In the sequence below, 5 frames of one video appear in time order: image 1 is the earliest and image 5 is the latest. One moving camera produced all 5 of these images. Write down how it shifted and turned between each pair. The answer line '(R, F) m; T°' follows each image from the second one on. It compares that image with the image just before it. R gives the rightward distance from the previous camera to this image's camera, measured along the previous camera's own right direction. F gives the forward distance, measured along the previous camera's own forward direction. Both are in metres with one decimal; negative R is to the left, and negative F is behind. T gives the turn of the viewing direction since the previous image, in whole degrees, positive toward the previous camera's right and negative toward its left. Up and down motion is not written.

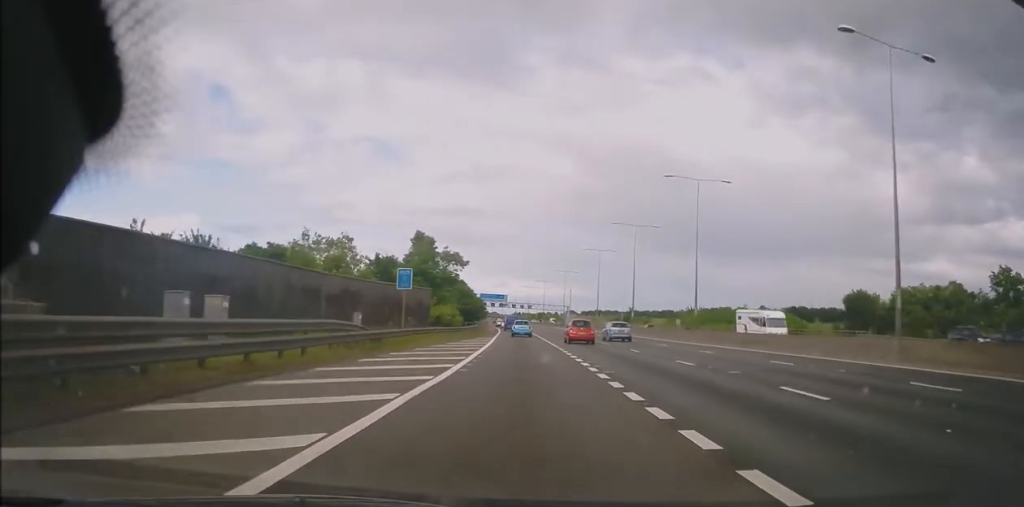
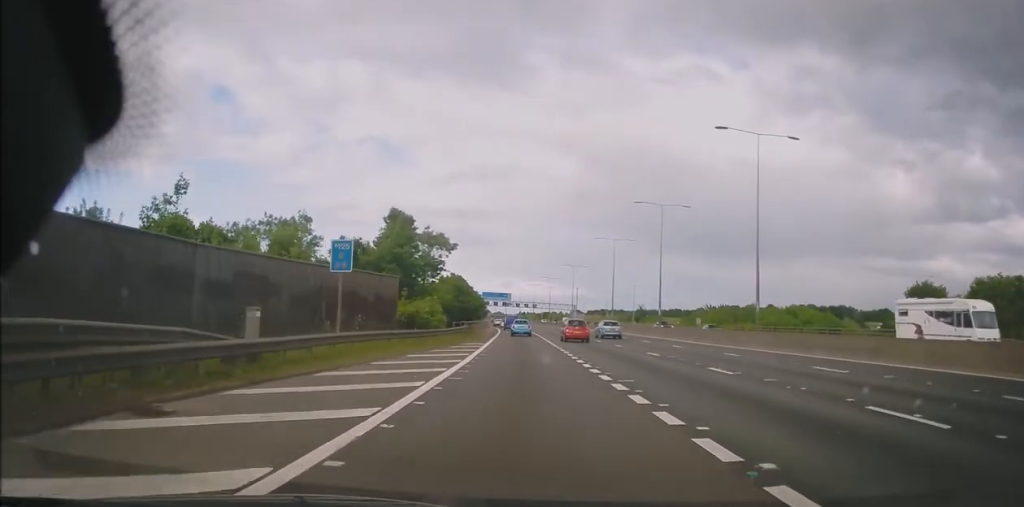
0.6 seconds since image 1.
(0.0, +12.0) m; 0°
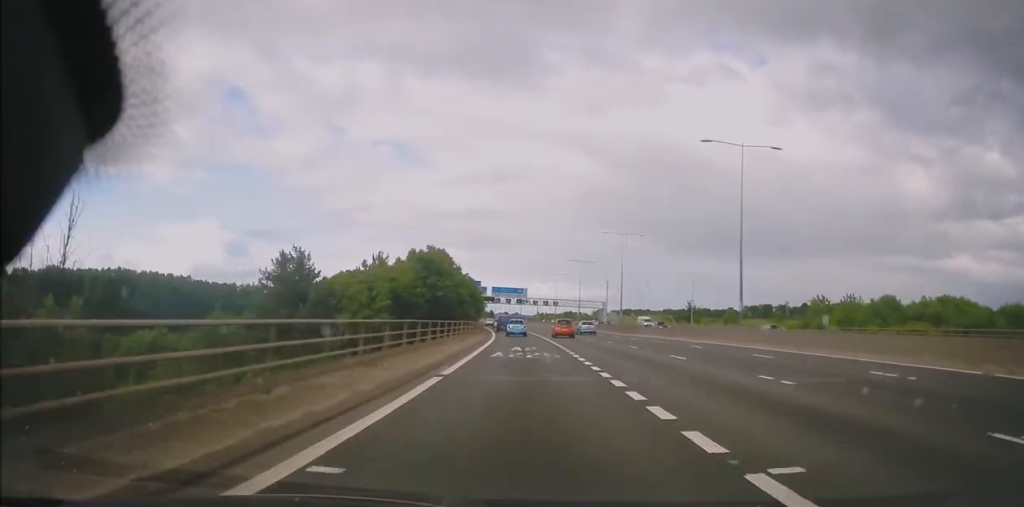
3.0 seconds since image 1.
(-0.5, +45.8) m; -1°
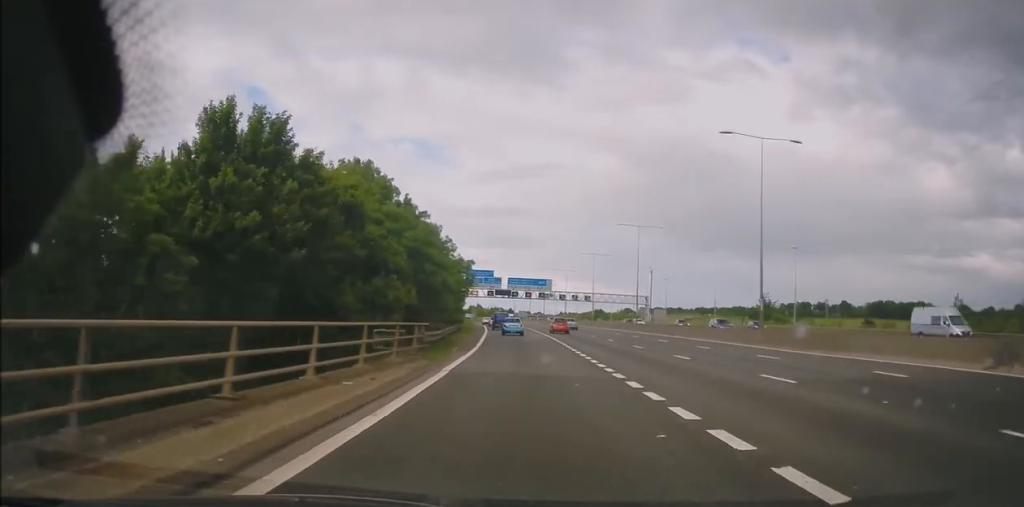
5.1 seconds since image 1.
(-1.2, +43.3) m; -3°
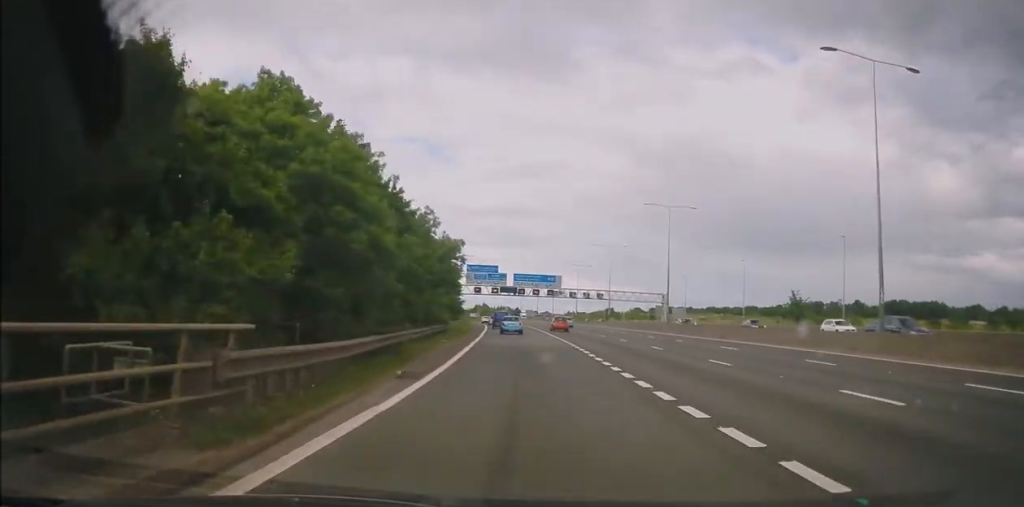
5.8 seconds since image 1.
(0.0, +13.1) m; 0°
